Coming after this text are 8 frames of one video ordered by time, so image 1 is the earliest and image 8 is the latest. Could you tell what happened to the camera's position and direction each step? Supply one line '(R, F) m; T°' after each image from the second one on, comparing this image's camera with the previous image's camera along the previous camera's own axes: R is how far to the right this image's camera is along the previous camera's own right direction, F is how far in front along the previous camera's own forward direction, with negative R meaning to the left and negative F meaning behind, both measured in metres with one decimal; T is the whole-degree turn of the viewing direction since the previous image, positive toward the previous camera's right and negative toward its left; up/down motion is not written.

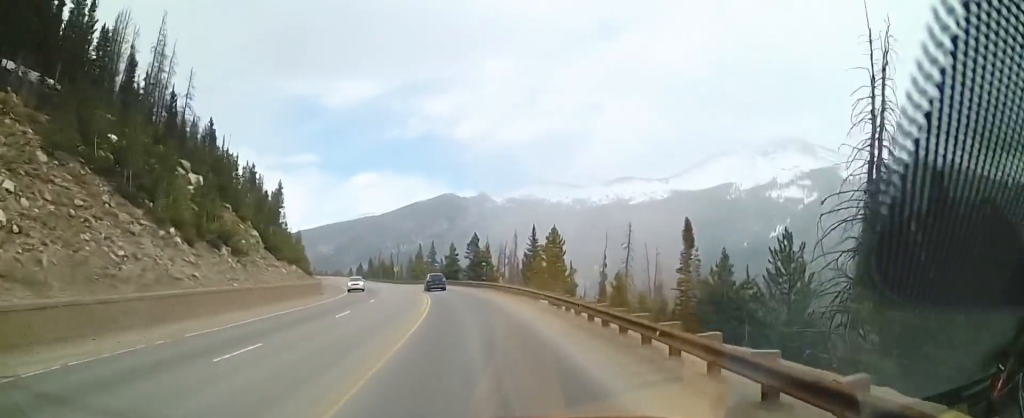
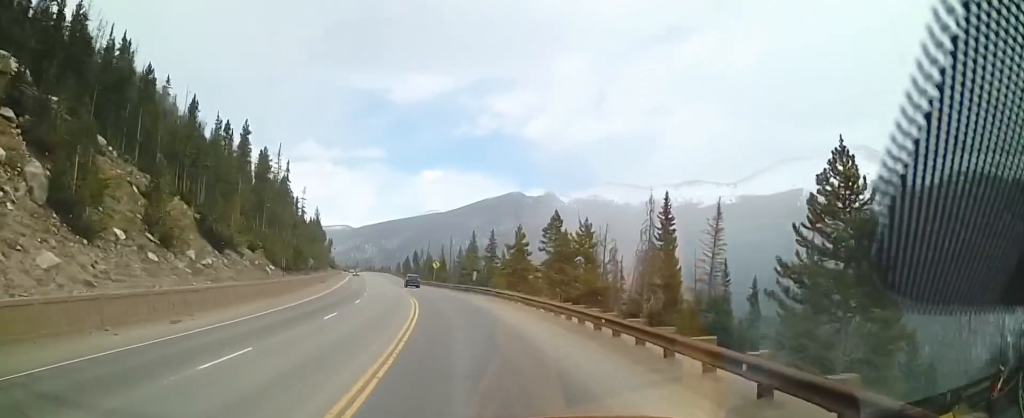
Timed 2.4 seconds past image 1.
(-2.4, +43.1) m; -8°
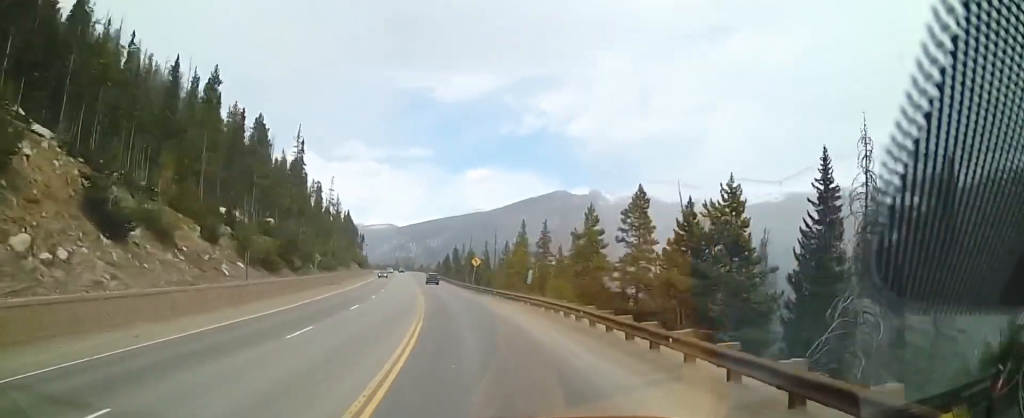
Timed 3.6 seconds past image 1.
(-1.2, +19.5) m; -4°
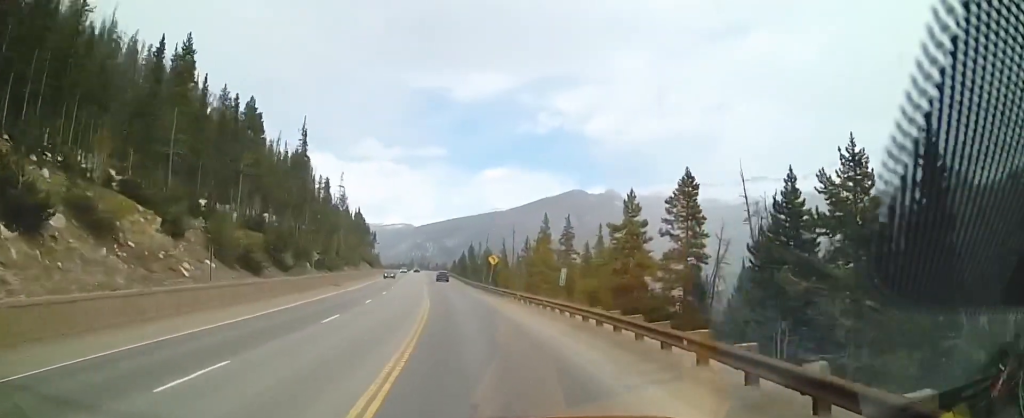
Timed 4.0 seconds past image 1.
(-0.1, +8.0) m; -1°
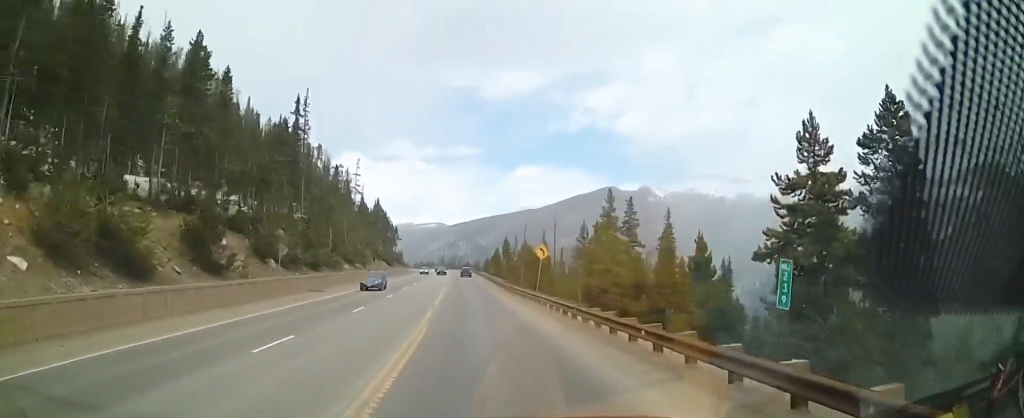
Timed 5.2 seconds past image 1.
(-0.3, +19.9) m; -4°
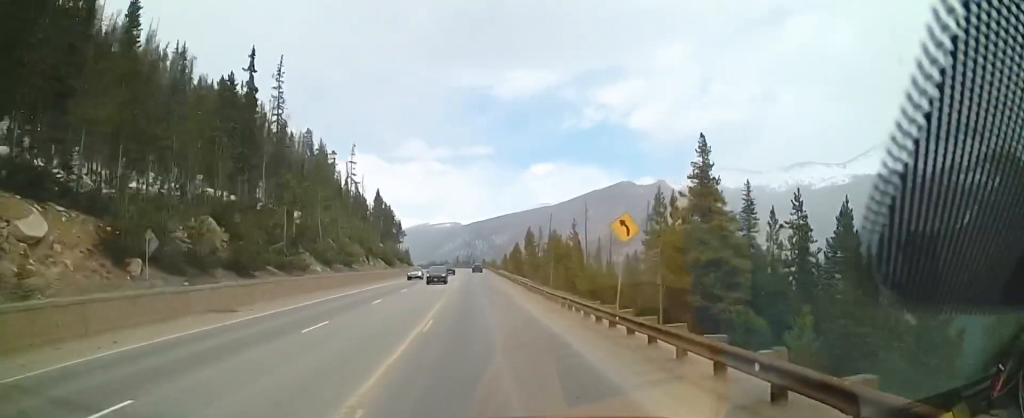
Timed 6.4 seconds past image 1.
(-0.7, +20.1) m; -1°
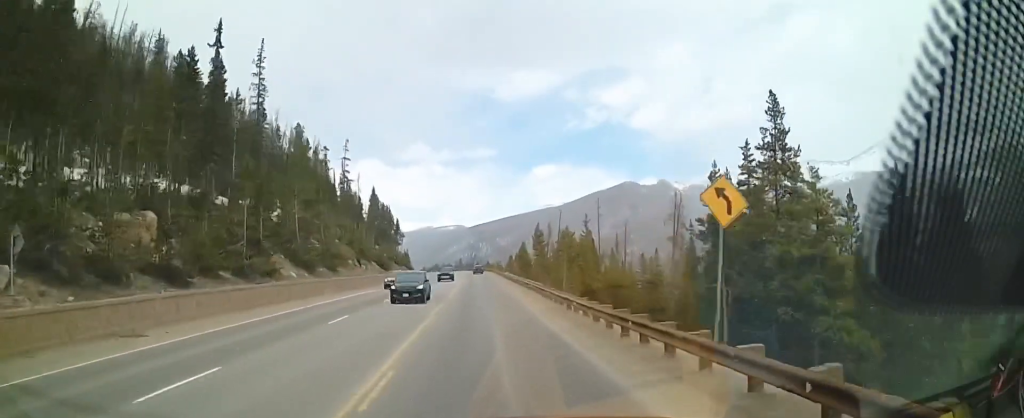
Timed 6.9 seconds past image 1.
(+0.2, +8.7) m; +1°
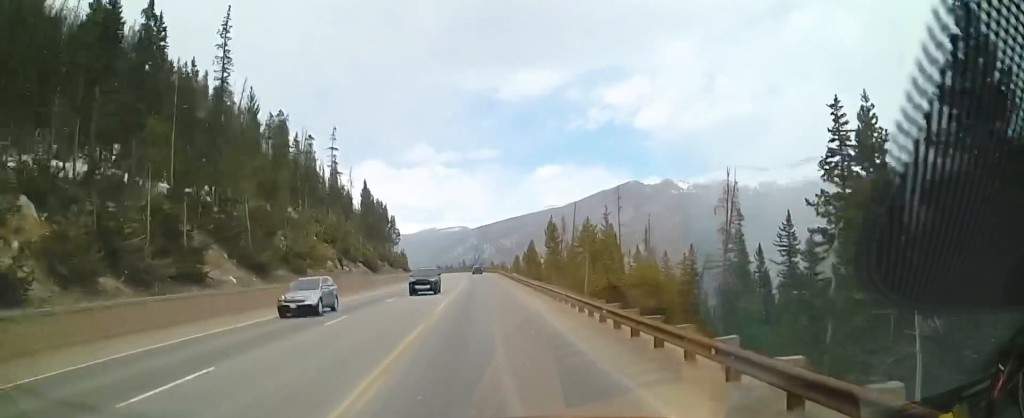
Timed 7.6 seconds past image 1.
(-0.2, +12.4) m; -1°
